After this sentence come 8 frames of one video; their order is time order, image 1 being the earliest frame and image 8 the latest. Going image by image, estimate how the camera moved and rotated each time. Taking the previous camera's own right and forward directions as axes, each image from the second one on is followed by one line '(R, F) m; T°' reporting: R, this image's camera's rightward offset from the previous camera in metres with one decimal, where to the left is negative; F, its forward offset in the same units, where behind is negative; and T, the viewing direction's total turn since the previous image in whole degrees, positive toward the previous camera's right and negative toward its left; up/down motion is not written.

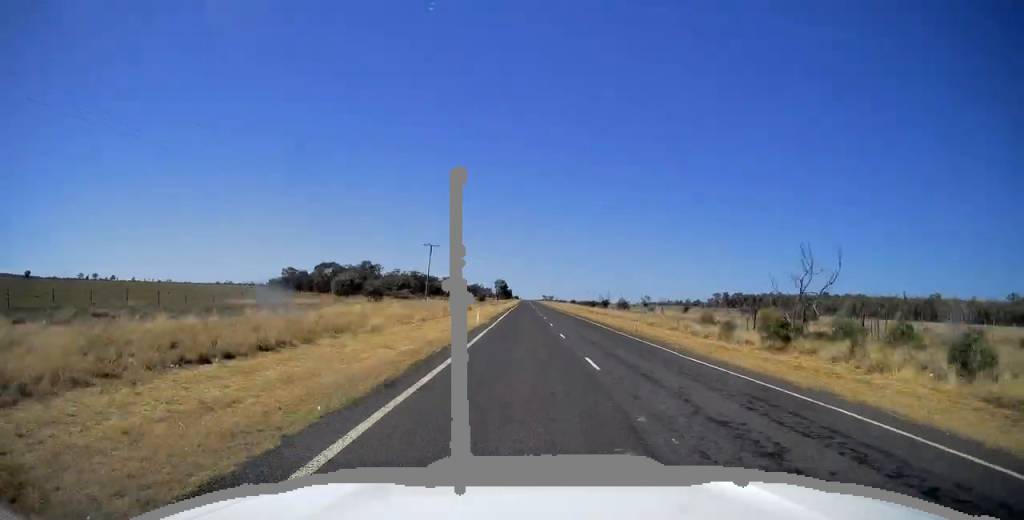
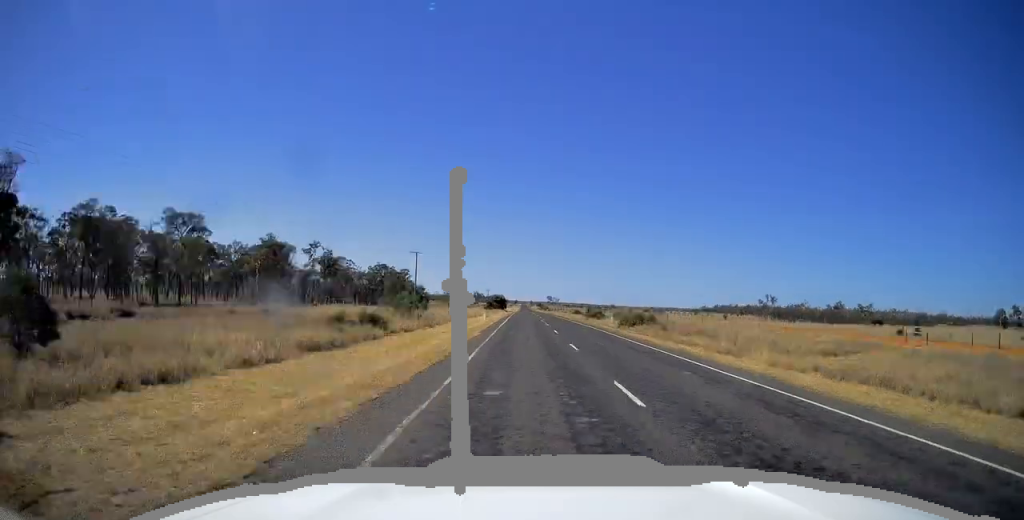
(0.0, +451.6) m; 0°
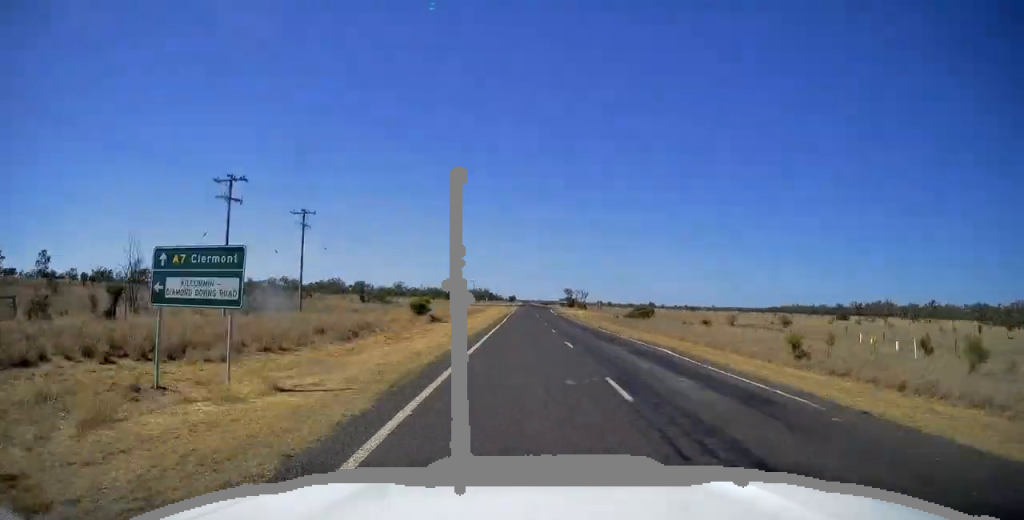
(+0.2, +457.5) m; 0°
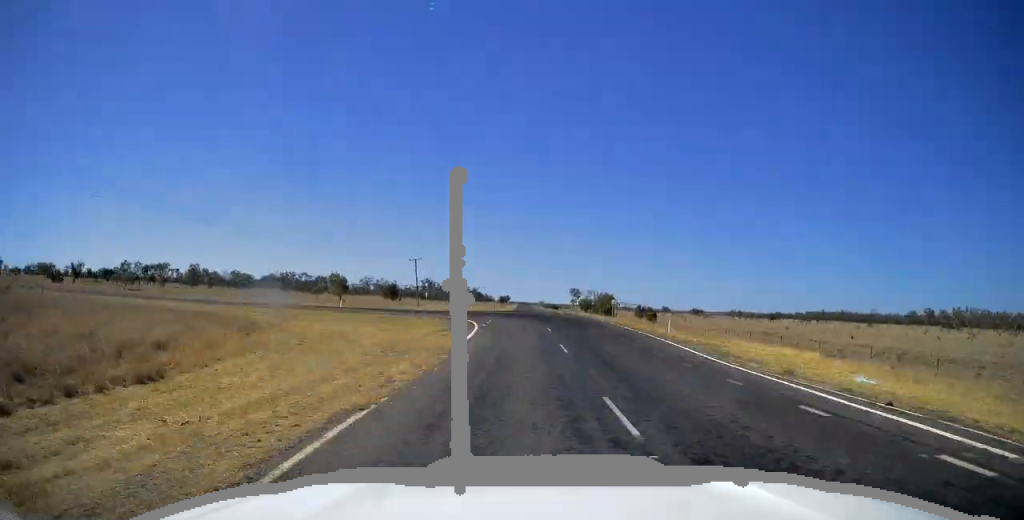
(0.0, +125.8) m; 0°
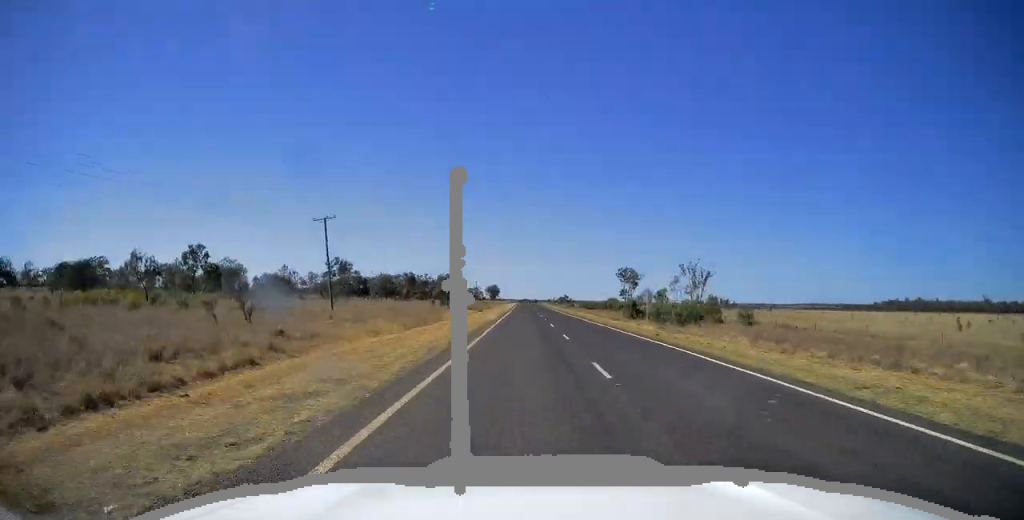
(+0.2, +273.7) m; 0°
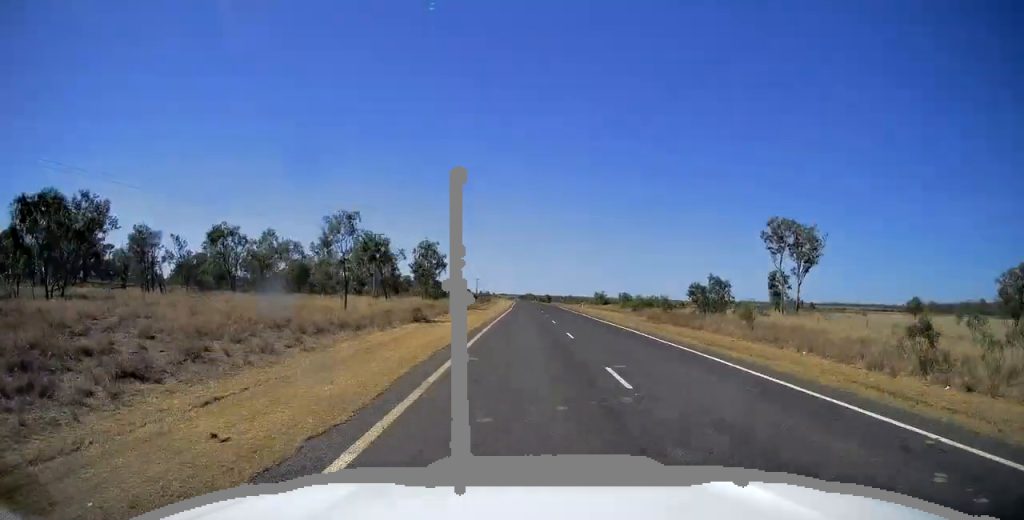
(-0.2, +191.8) m; -1°
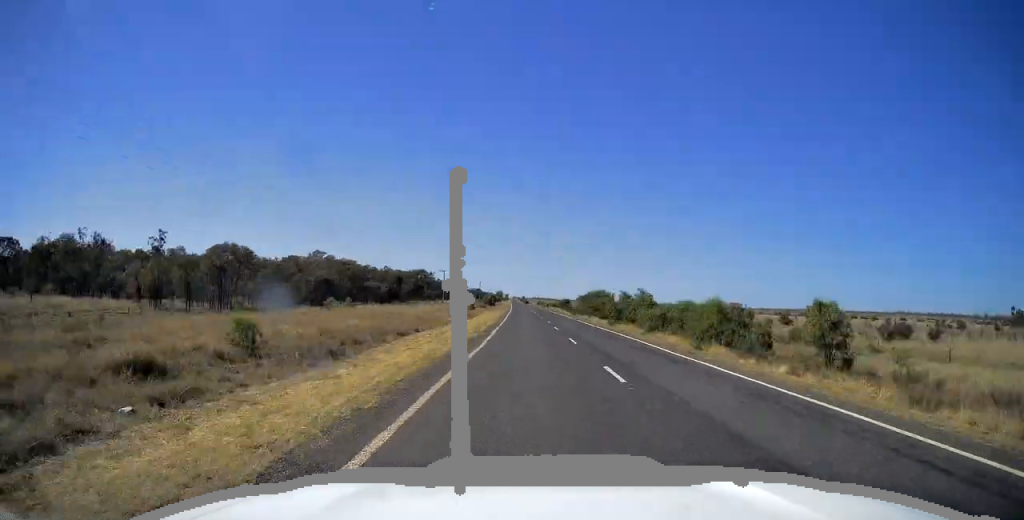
(-4.2, +250.3) m; -2°
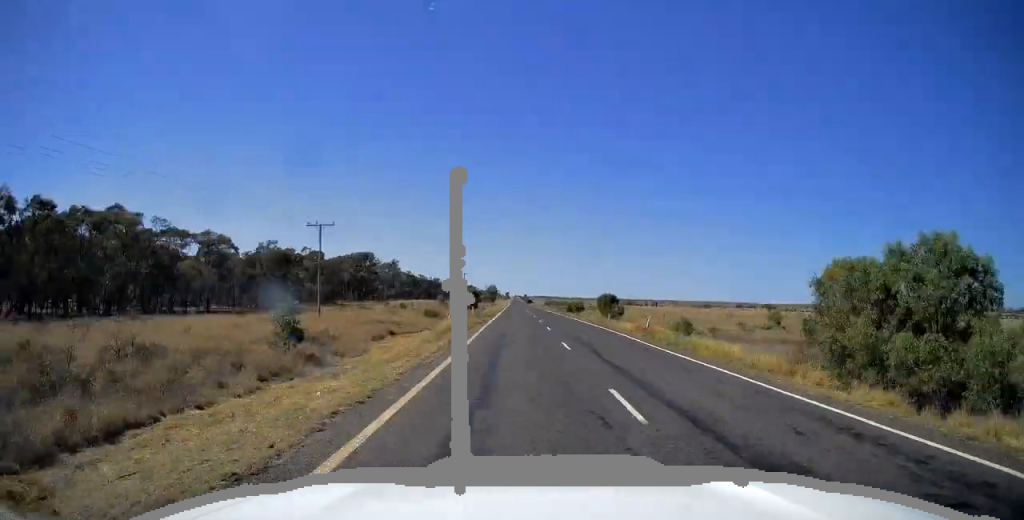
(-1.0, +88.8) m; -1°
